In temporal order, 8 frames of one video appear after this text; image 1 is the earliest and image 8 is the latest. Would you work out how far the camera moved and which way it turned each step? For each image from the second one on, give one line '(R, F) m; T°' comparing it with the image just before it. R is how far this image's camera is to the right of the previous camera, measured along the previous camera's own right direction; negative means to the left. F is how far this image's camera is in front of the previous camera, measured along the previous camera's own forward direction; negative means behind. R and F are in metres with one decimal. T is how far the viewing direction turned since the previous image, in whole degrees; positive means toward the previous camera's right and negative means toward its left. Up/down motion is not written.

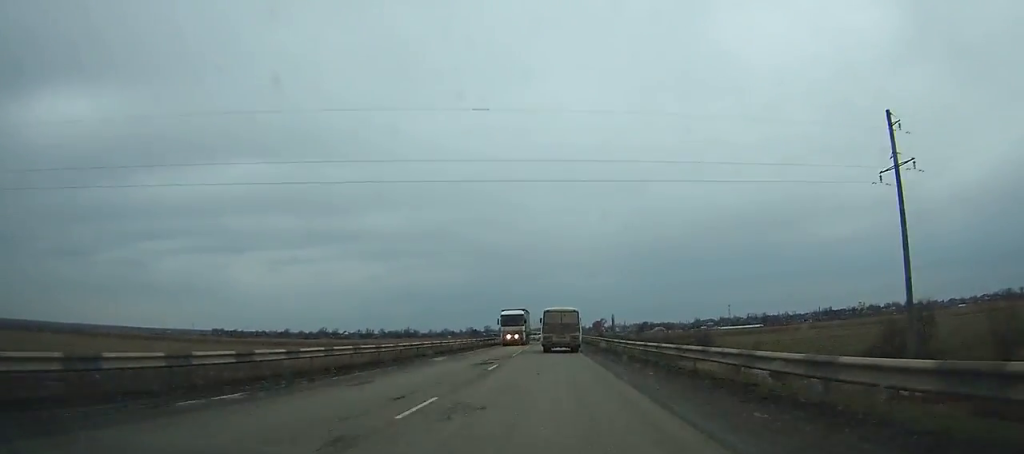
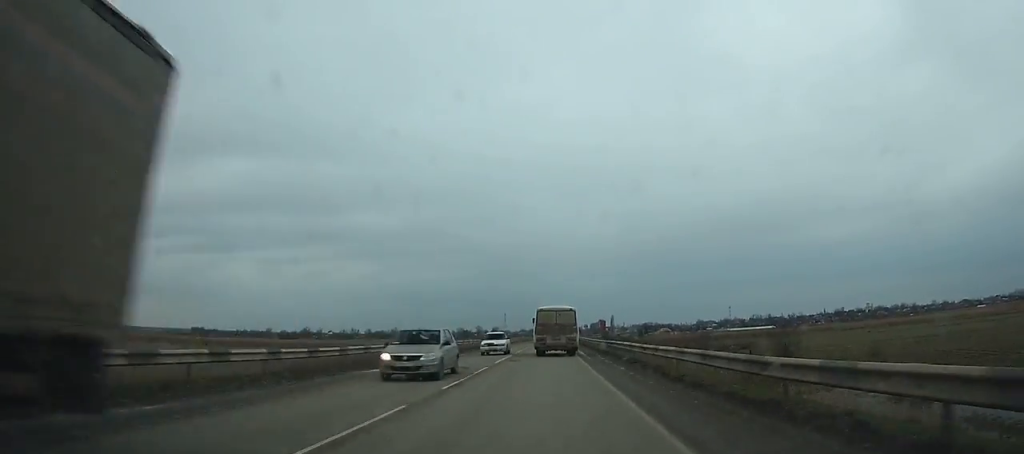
(+0.3, +42.7) m; +1°
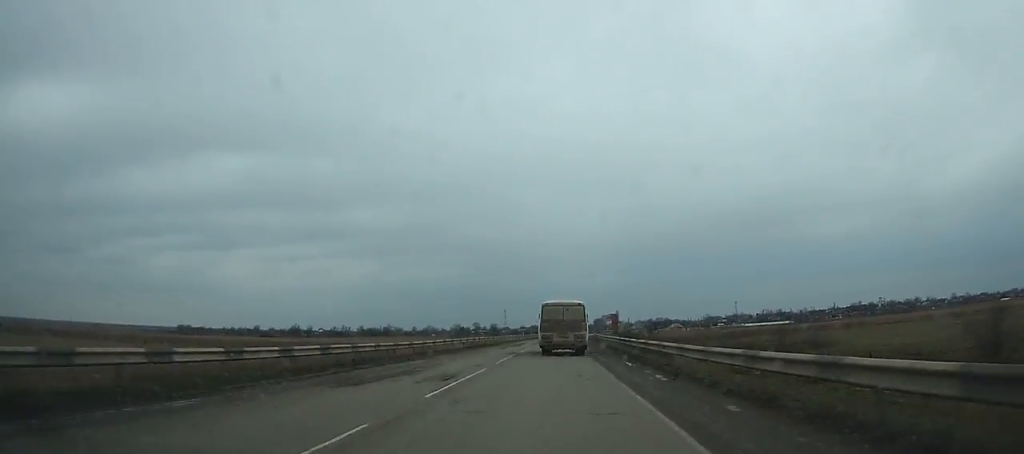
(+0.2, +38.2) m; +1°
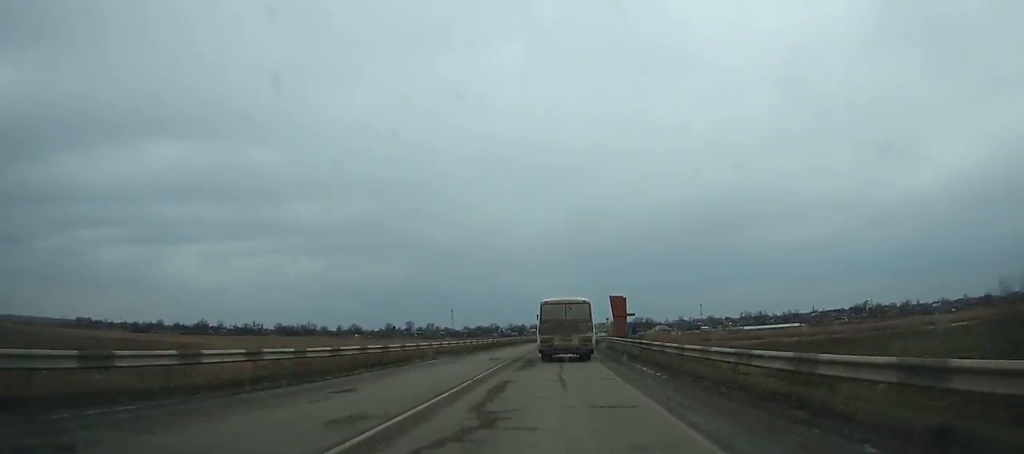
(+3.6, +108.4) m; +4°
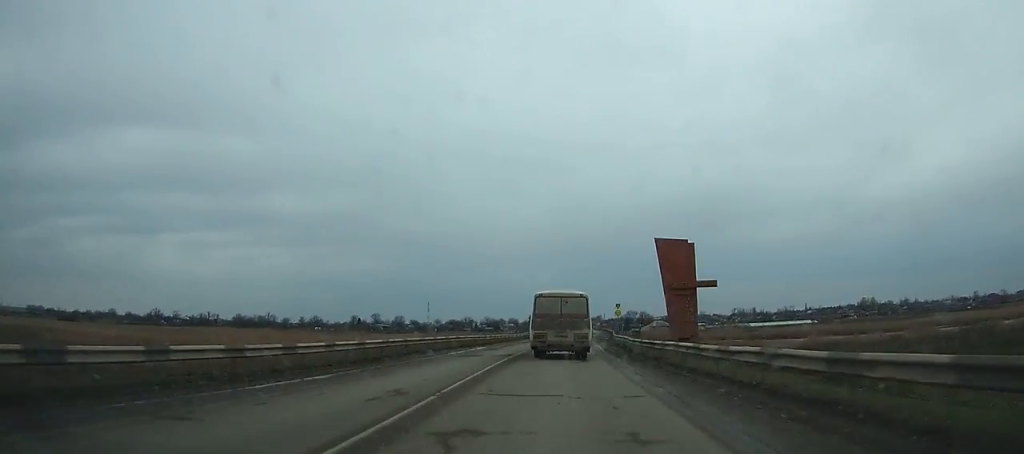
(+0.7, +47.5) m; +2°
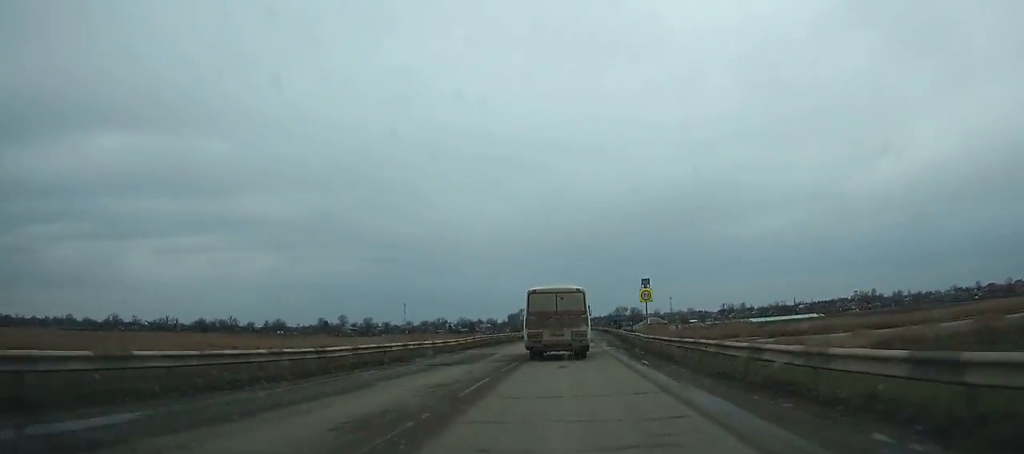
(+0.6, +33.1) m; +2°
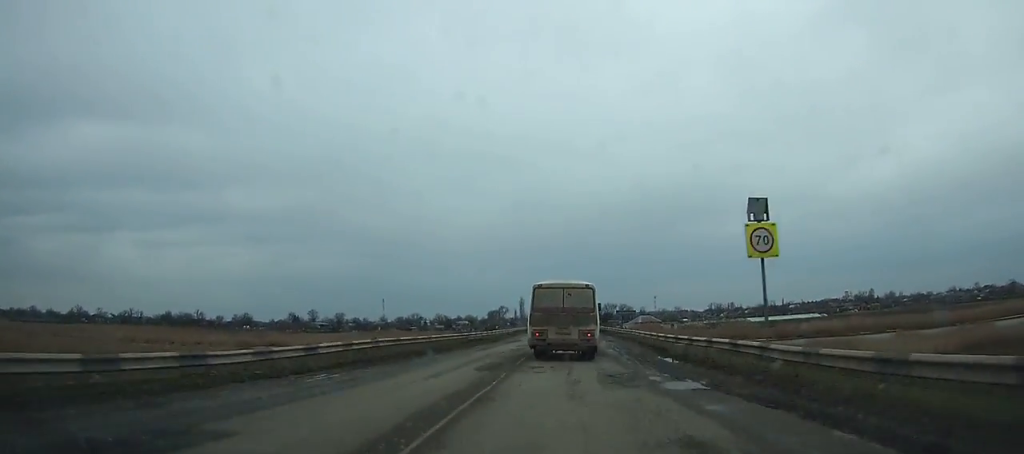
(+0.4, +23.6) m; +1°
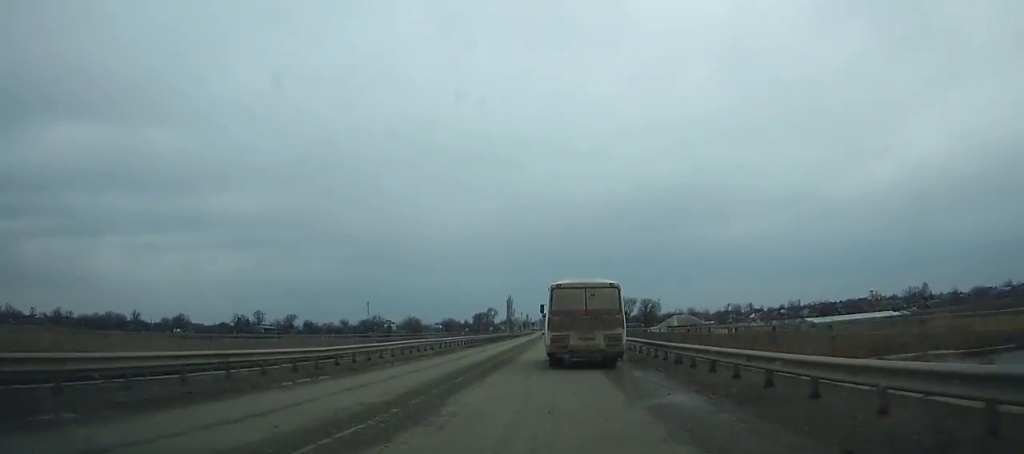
(+0.9, +79.1) m; 0°
